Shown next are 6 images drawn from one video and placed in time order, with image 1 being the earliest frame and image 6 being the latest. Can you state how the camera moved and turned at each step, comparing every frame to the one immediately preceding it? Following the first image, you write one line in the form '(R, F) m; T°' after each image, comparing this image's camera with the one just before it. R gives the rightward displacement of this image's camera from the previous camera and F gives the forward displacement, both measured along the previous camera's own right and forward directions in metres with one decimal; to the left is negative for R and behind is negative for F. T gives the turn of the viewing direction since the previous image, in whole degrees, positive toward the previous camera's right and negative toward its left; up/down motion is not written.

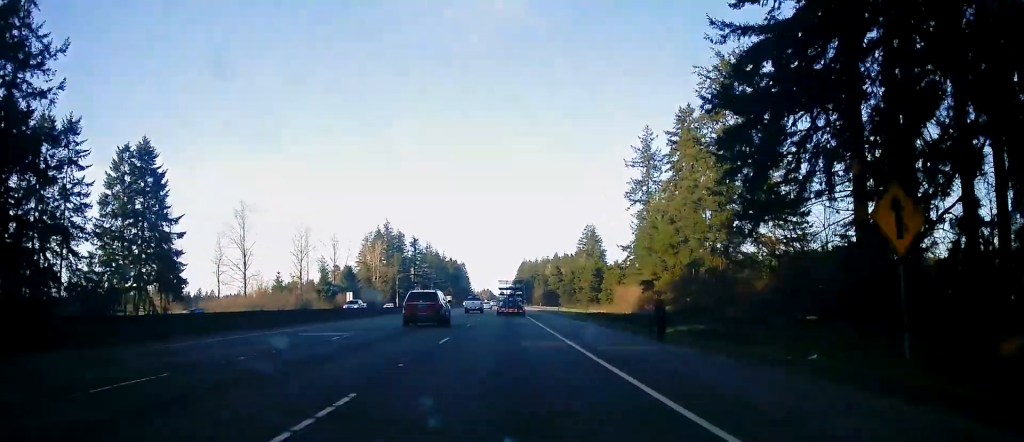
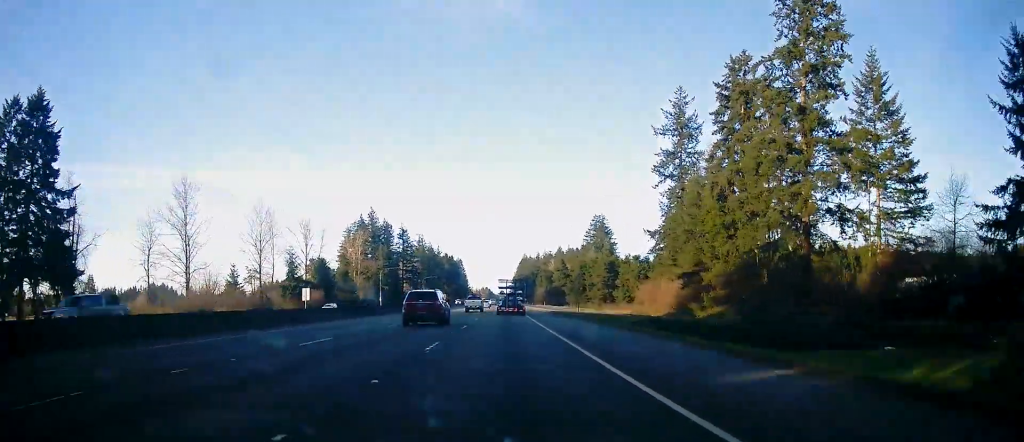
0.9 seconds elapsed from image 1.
(0.0, +26.6) m; 0°
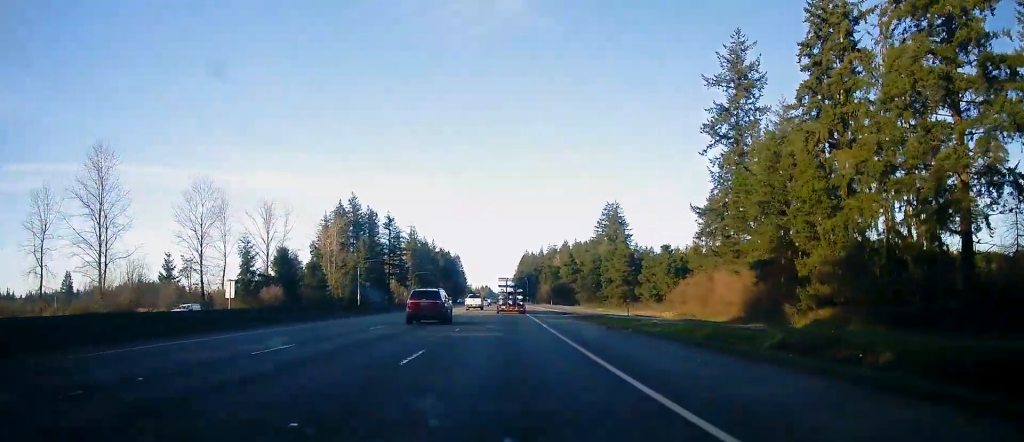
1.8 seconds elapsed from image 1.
(0.0, +28.7) m; 0°
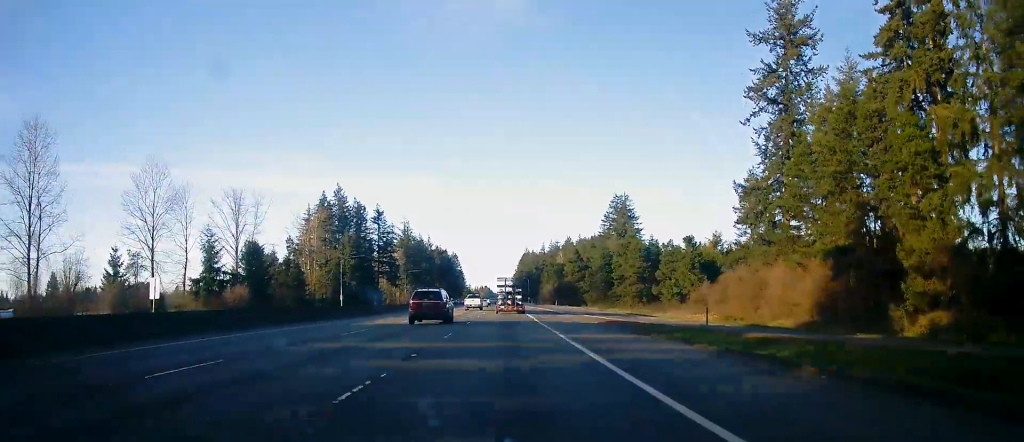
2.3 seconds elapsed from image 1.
(-0.1, +16.4) m; 0°
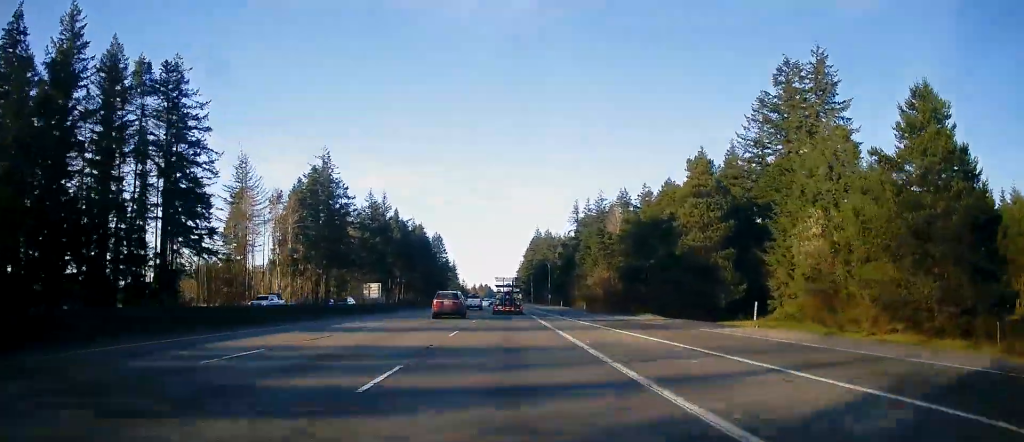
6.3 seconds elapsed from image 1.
(0.0, +120.8) m; 0°
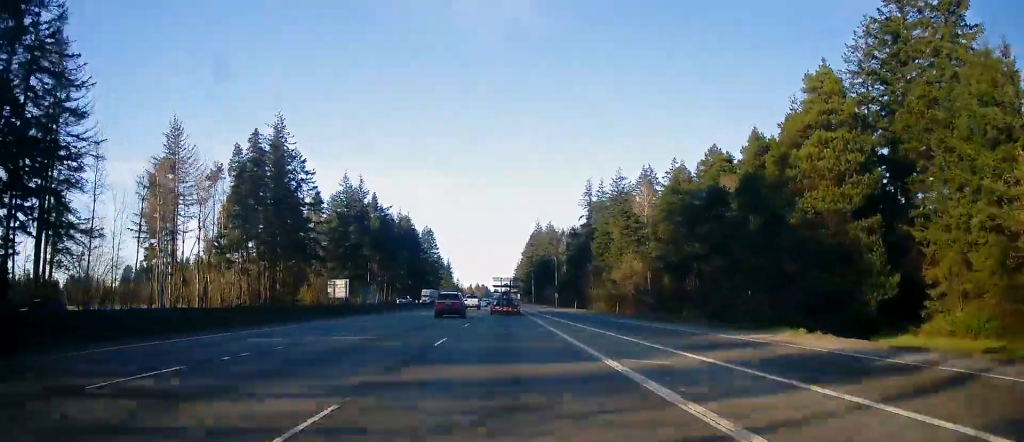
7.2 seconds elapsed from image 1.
(-0.2, +28.2) m; 0°
